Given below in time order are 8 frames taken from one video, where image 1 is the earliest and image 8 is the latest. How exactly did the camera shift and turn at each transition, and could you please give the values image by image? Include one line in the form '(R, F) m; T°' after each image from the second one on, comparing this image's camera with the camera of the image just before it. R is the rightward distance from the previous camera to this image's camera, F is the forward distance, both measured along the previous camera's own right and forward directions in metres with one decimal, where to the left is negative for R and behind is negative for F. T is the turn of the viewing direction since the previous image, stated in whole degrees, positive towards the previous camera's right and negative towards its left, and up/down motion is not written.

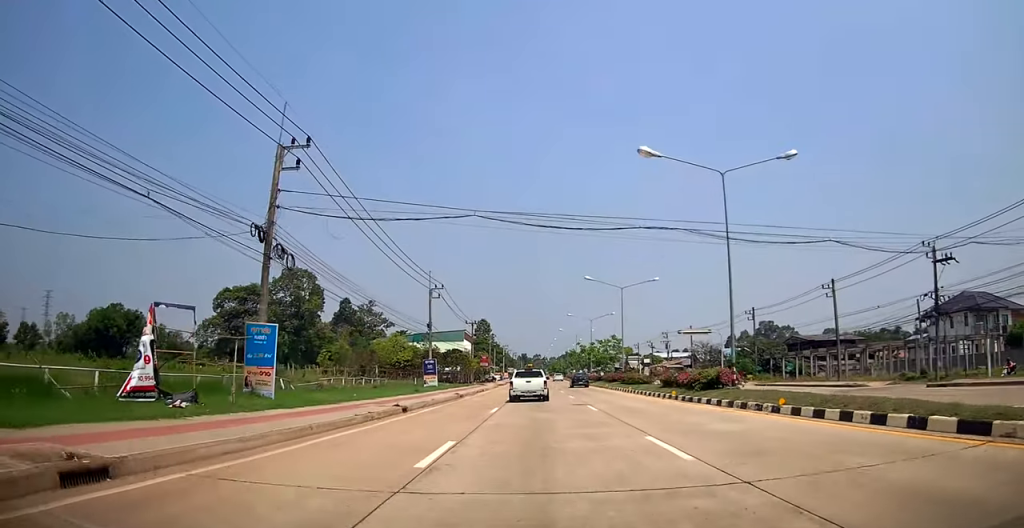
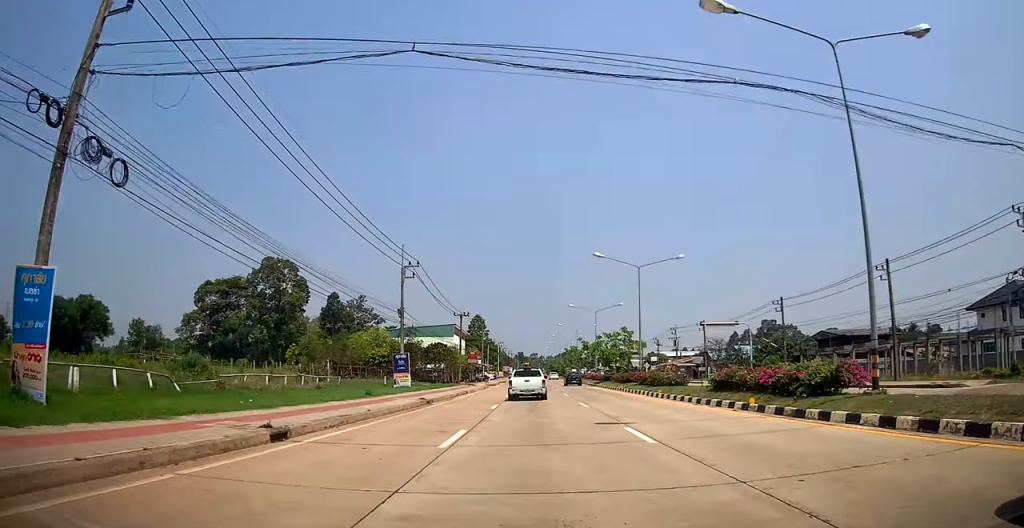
(0.0, +9.8) m; 0°
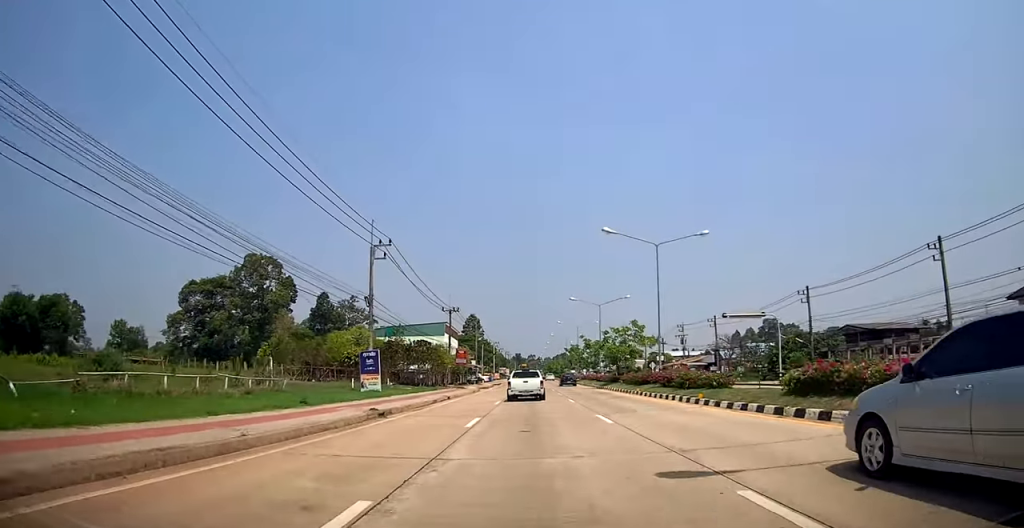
(0.0, +7.3) m; 0°
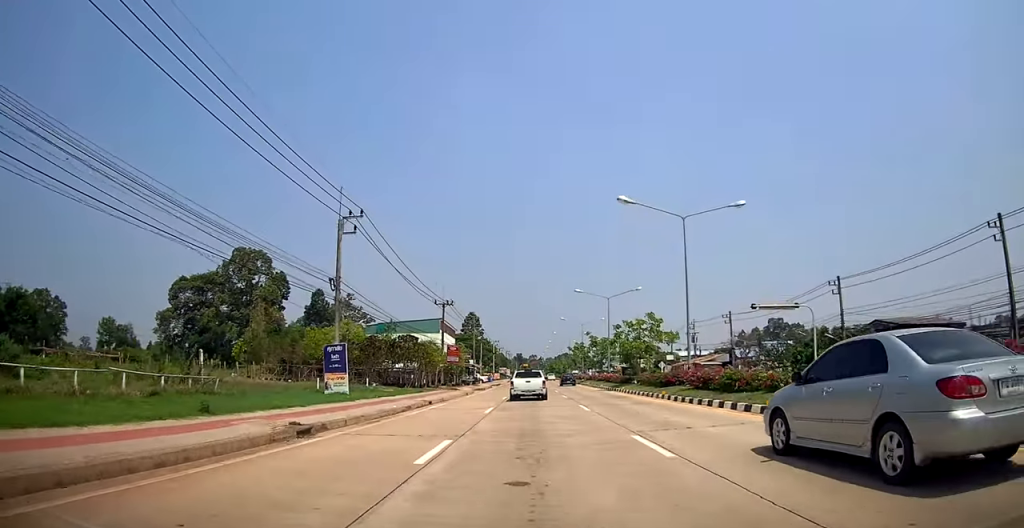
(0.0, +6.1) m; 0°
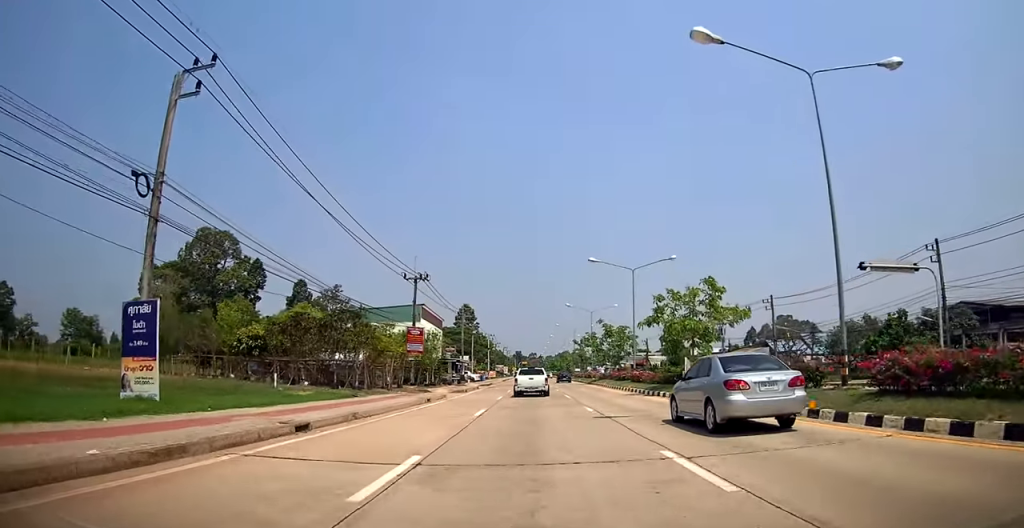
(0.0, +14.6) m; 0°
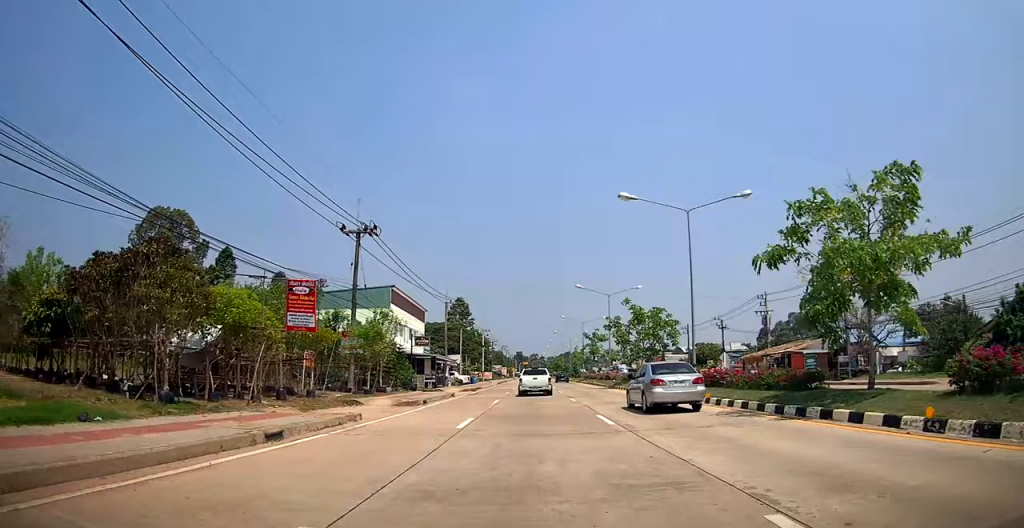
(+0.1, +15.9) m; +1°
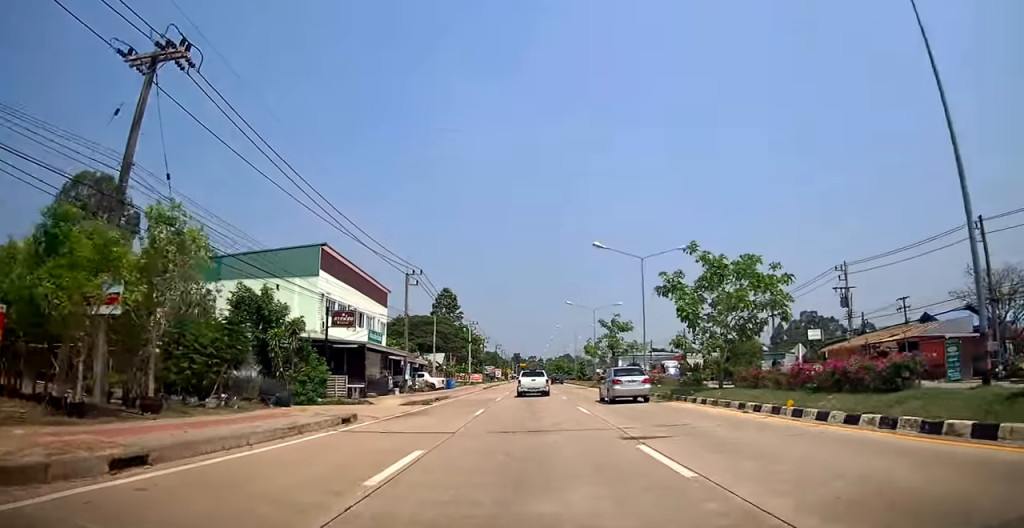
(+0.1, +18.6) m; 0°
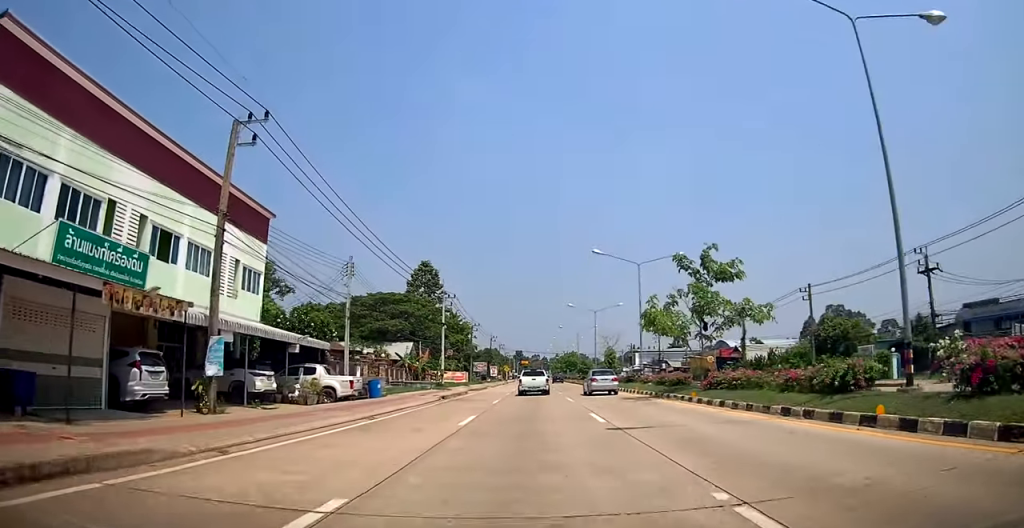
(+0.1, +27.2) m; -1°
